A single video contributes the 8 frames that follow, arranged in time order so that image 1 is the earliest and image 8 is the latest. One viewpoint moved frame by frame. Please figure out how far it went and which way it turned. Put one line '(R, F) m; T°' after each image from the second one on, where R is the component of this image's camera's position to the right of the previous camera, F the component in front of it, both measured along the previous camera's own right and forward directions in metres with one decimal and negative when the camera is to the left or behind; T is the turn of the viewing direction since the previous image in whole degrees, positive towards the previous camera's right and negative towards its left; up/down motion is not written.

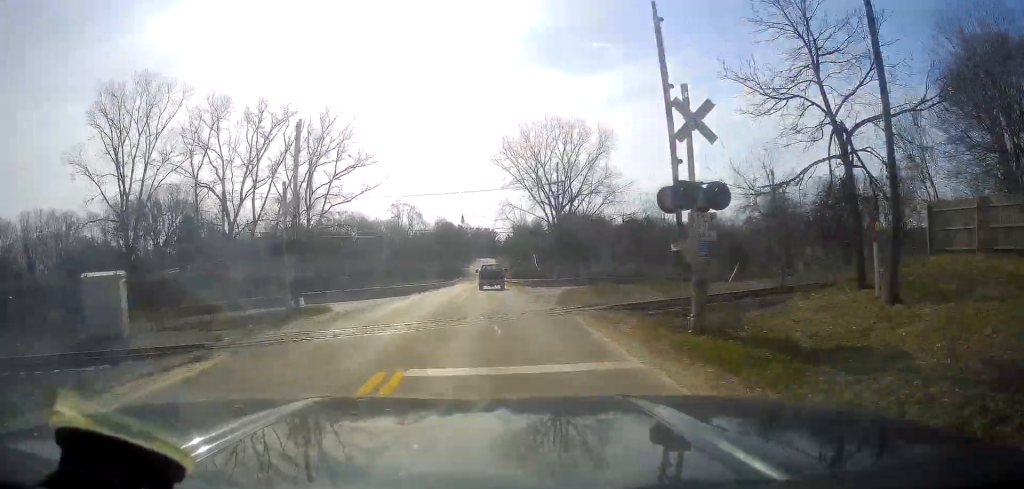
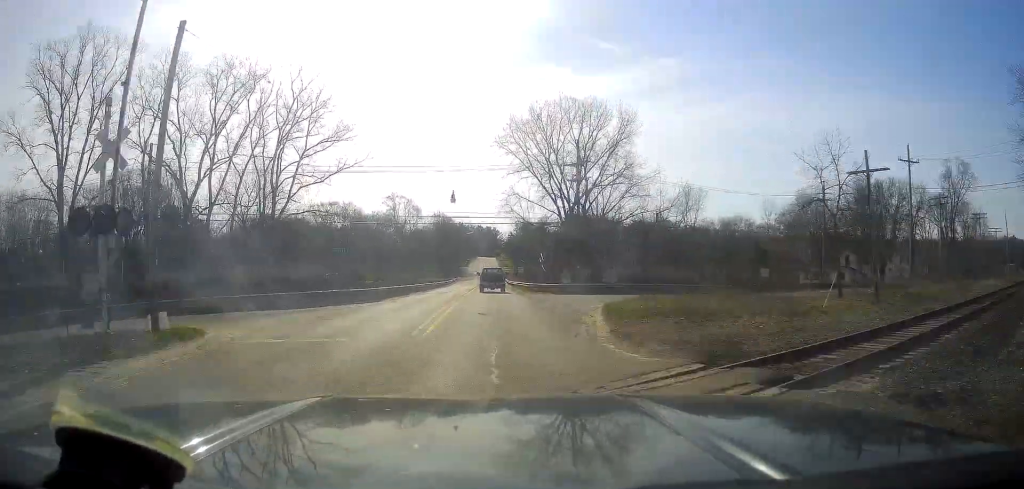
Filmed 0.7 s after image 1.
(-0.1, +12.3) m; -1°
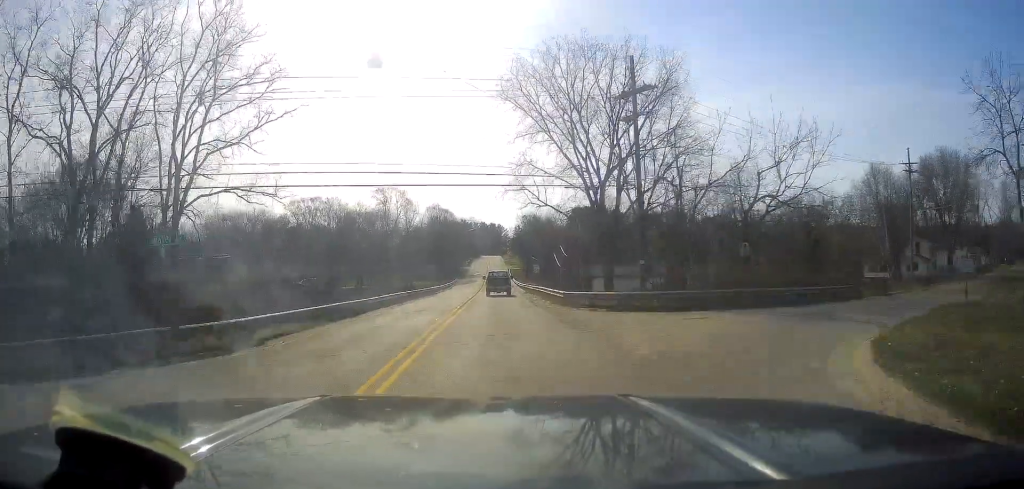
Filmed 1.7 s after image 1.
(-0.2, +19.8) m; 0°
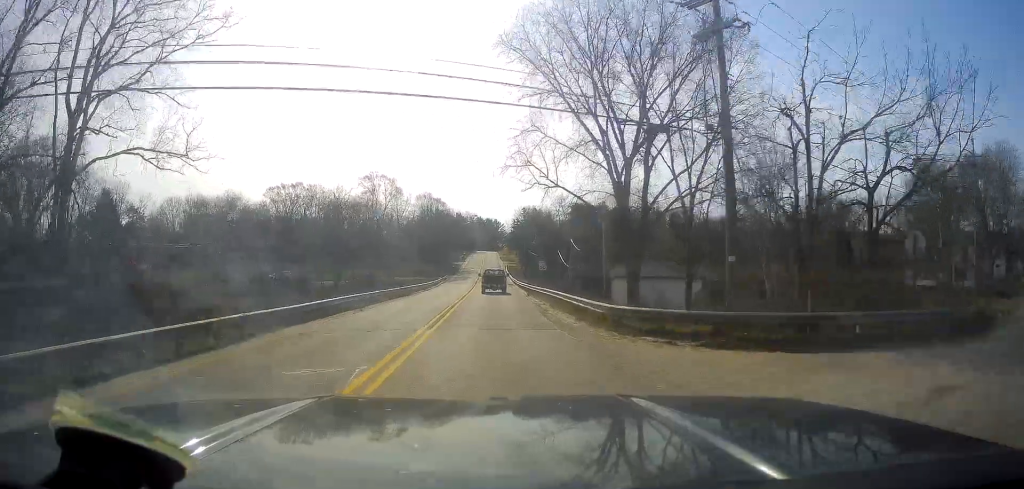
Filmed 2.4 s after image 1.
(-0.1, +12.0) m; +1°
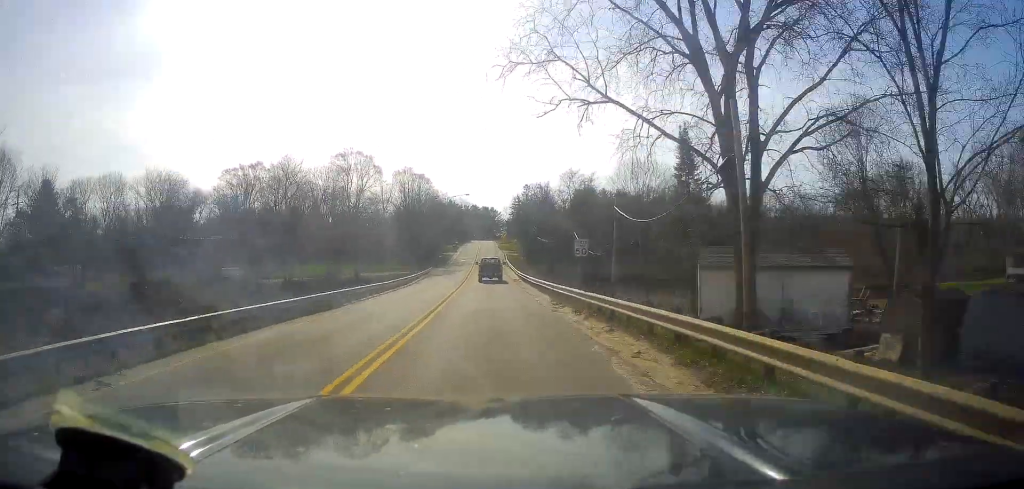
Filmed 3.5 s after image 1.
(+0.6, +21.4) m; +2°
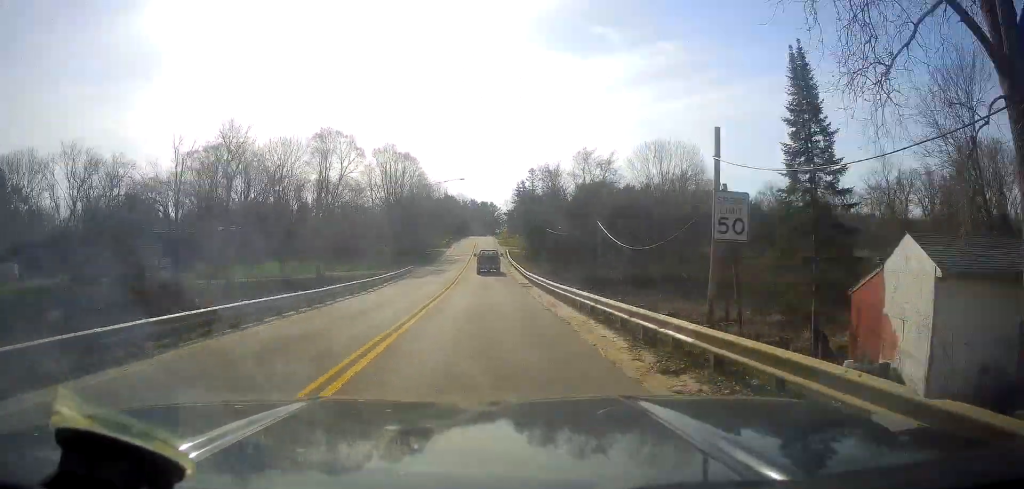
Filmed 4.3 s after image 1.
(+0.2, +16.0) m; +1°
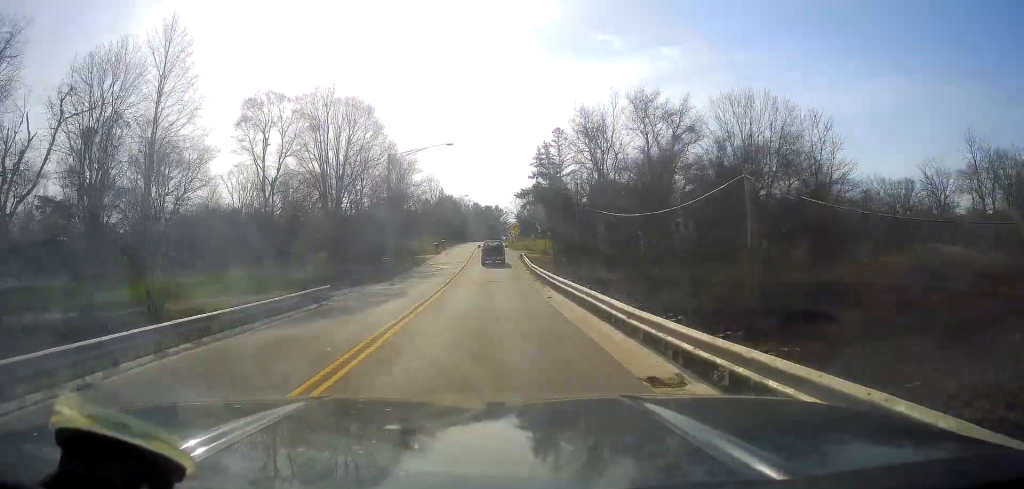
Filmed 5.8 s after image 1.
(-0.7, +31.2) m; -3°
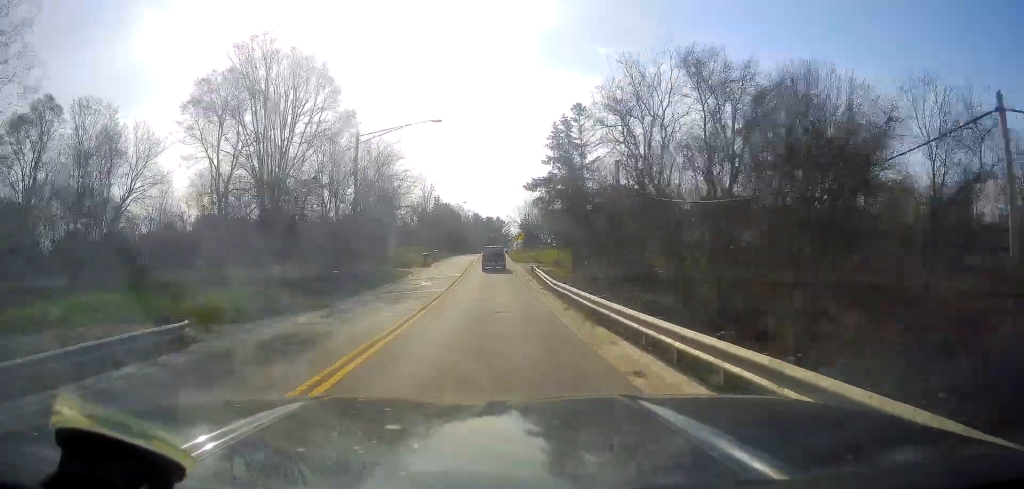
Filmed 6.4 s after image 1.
(-0.2, +13.6) m; 0°
